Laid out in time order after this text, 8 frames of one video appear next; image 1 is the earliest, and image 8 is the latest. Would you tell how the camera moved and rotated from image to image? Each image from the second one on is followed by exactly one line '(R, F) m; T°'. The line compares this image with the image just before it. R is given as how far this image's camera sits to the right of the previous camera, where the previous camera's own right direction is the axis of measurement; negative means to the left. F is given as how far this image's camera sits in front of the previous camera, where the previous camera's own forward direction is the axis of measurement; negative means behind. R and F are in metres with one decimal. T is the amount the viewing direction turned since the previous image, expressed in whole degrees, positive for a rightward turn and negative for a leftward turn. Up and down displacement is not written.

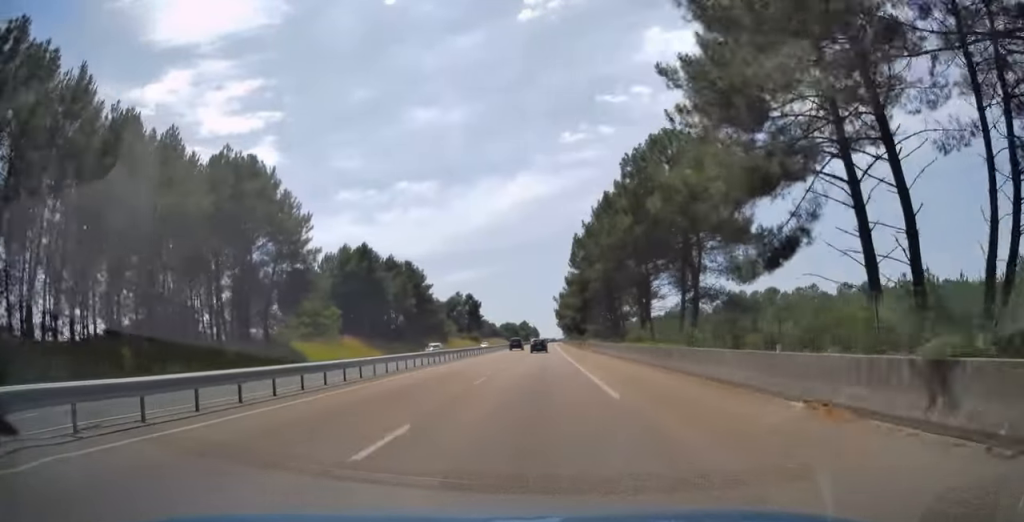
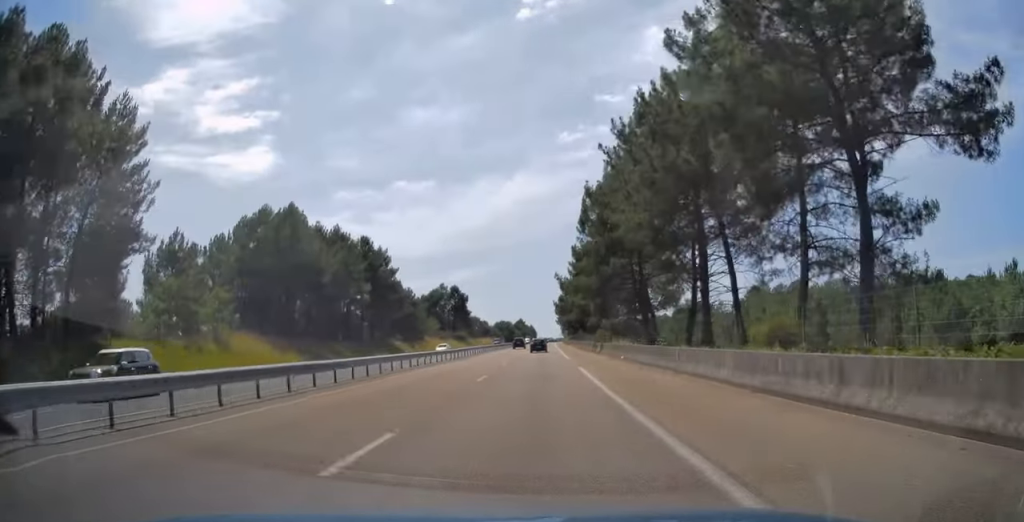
(+0.2, +26.8) m; 0°
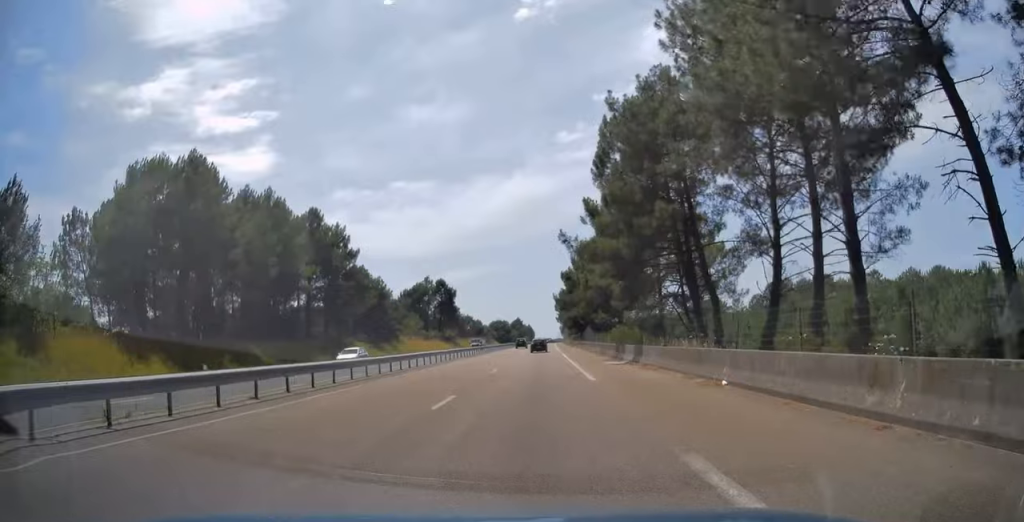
(-0.3, +20.0) m; 0°
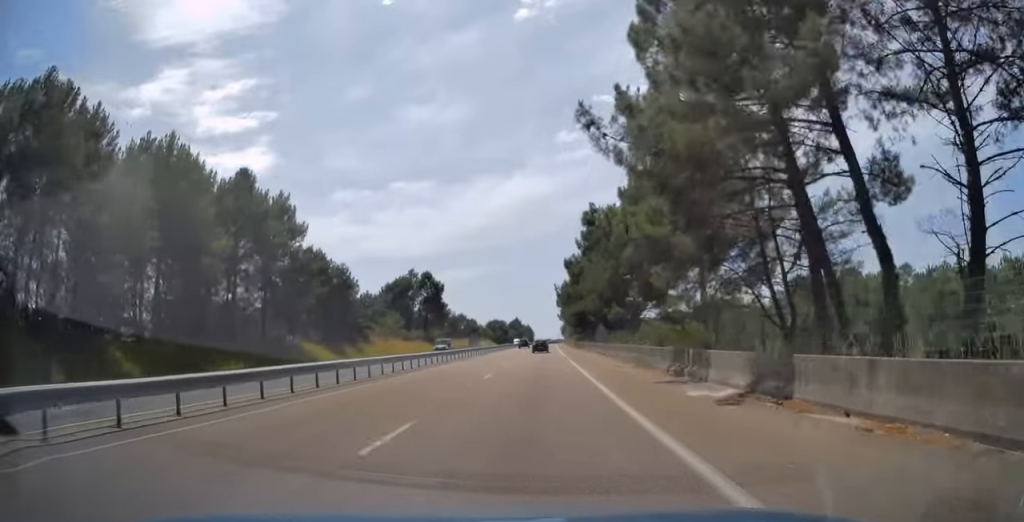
(+0.1, +17.7) m; 0°
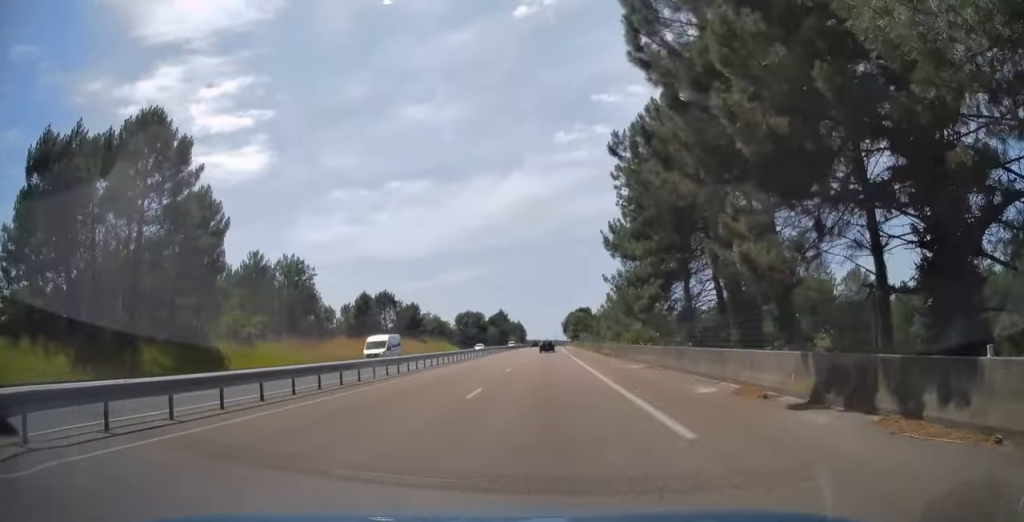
(+0.1, +96.6) m; +1°
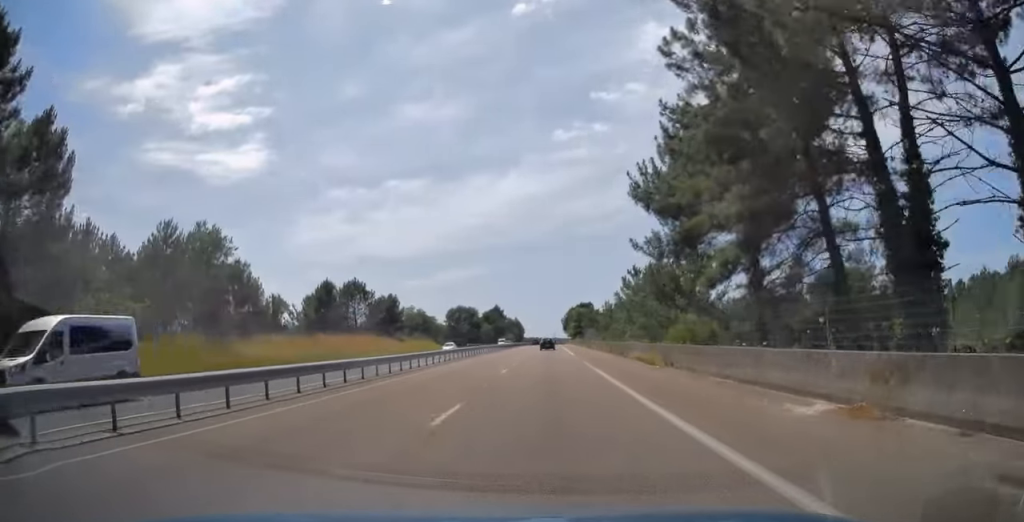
(0.0, +17.9) m; 0°
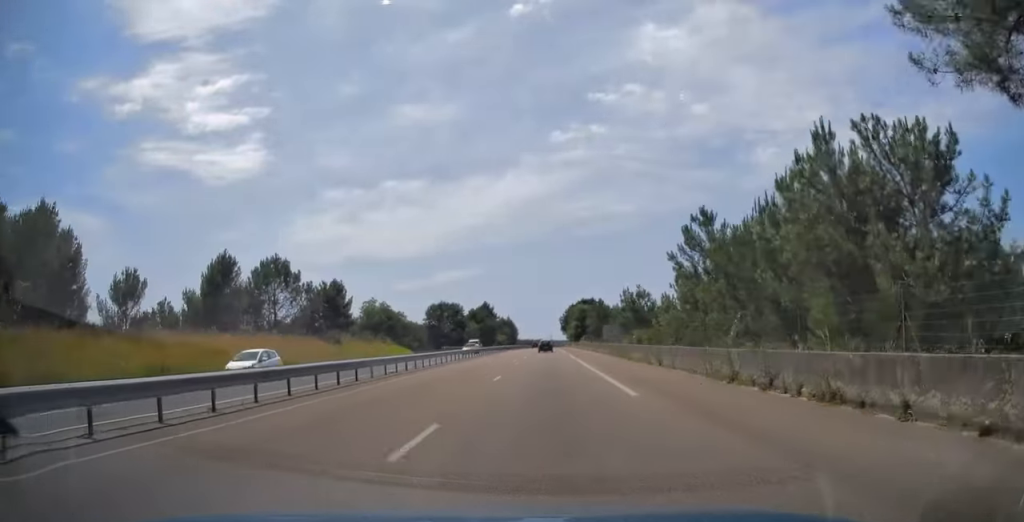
(0.0, +28.5) m; +1°
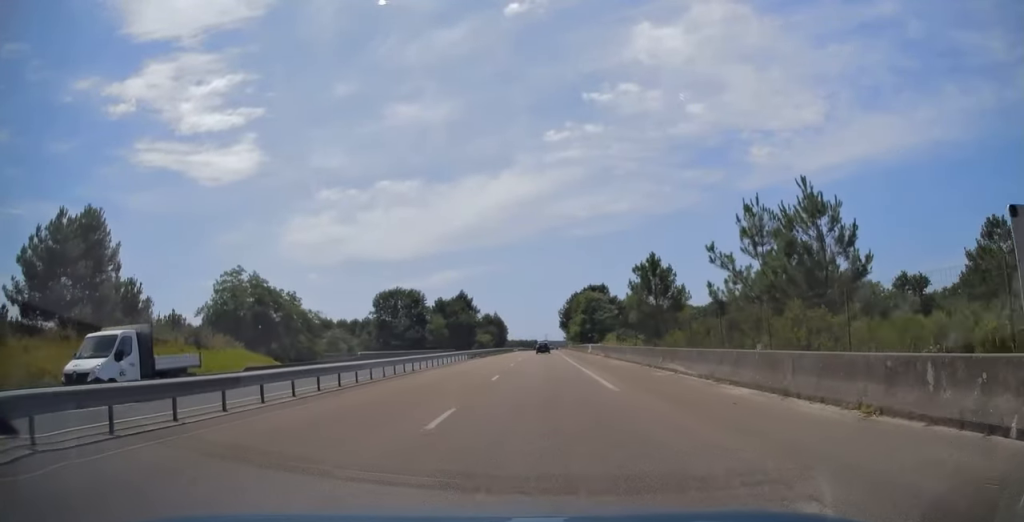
(+0.6, +49.0) m; +1°
